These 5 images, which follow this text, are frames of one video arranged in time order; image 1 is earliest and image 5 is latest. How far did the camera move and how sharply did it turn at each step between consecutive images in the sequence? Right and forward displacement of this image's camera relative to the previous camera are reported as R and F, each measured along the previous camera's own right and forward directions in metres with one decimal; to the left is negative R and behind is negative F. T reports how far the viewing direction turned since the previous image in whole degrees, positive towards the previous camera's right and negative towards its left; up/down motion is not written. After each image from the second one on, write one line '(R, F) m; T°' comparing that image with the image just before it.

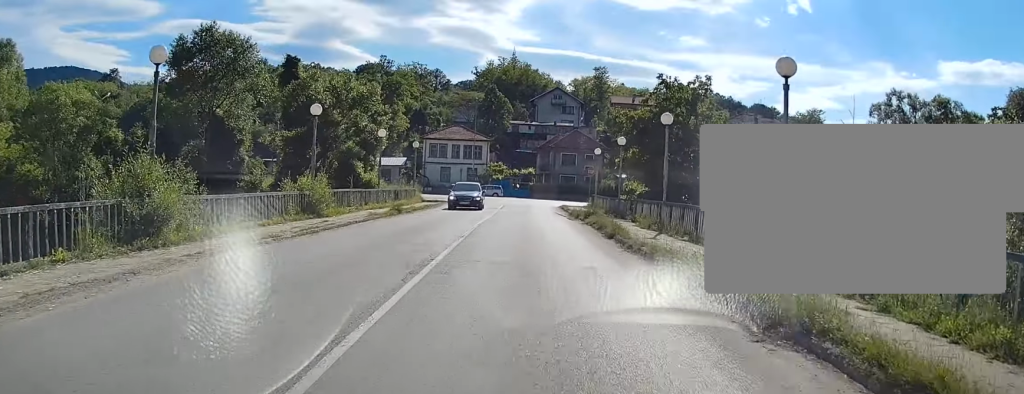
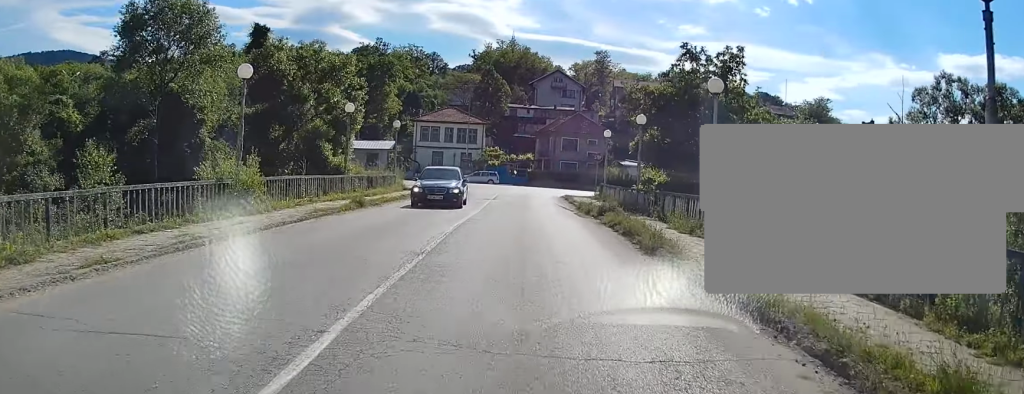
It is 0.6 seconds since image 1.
(+0.3, +6.0) m; -1°
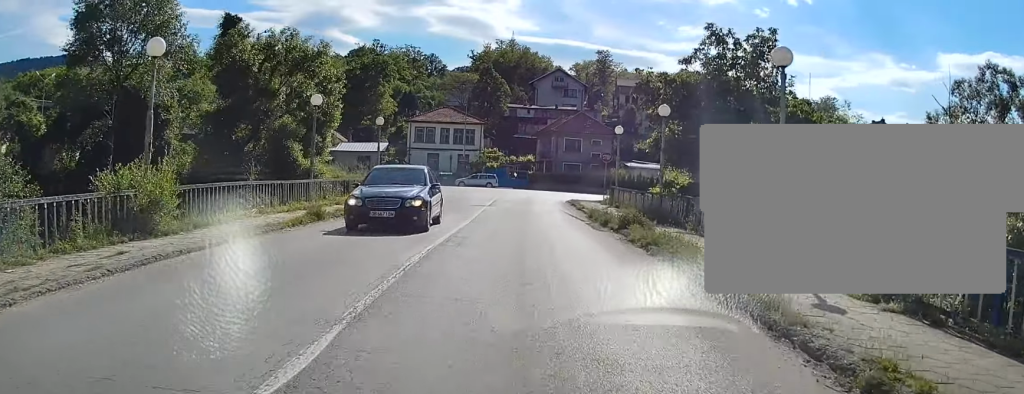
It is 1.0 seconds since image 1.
(+0.3, +4.6) m; -1°
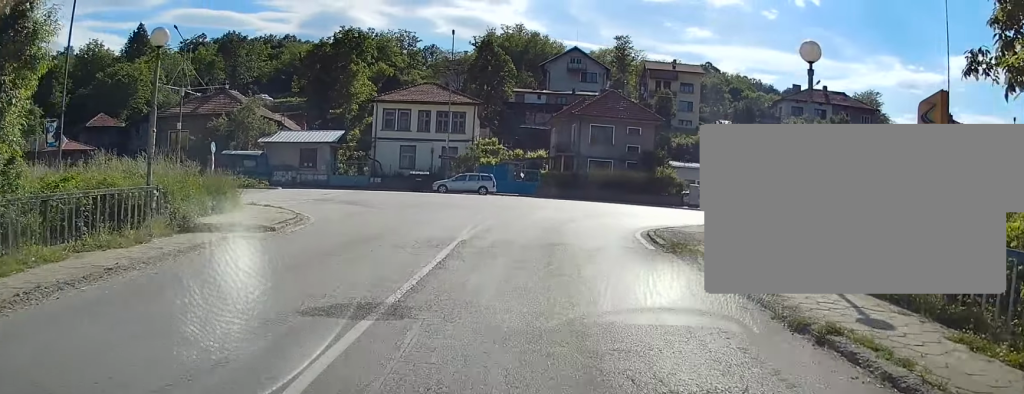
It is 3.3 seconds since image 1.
(-0.2, +22.1) m; +3°
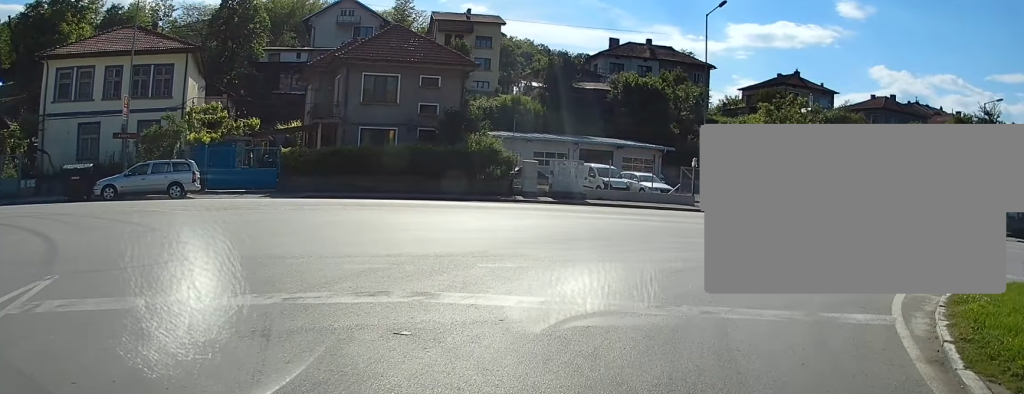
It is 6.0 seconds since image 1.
(+1.9, +19.9) m; +30°
